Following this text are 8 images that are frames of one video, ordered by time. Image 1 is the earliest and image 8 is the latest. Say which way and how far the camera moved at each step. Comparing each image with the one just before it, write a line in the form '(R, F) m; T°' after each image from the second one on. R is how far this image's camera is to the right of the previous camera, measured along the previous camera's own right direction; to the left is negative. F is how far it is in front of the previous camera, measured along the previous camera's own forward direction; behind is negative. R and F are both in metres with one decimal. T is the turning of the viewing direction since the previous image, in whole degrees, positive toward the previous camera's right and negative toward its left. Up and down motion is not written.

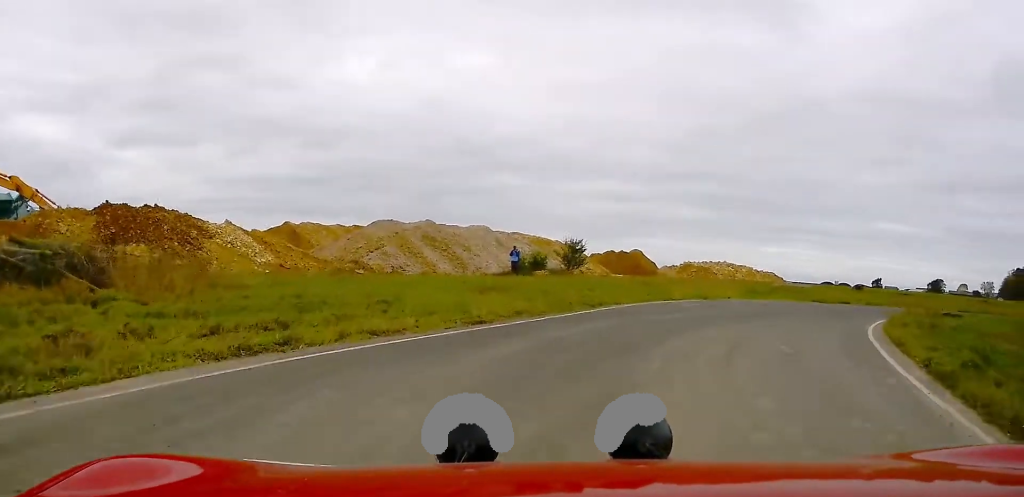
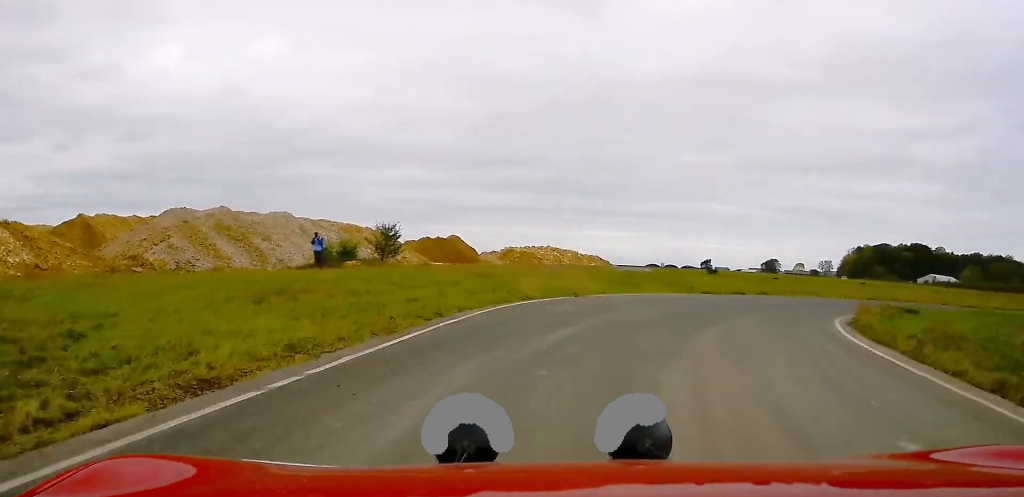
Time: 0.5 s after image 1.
(+0.9, +7.1) m; +15°
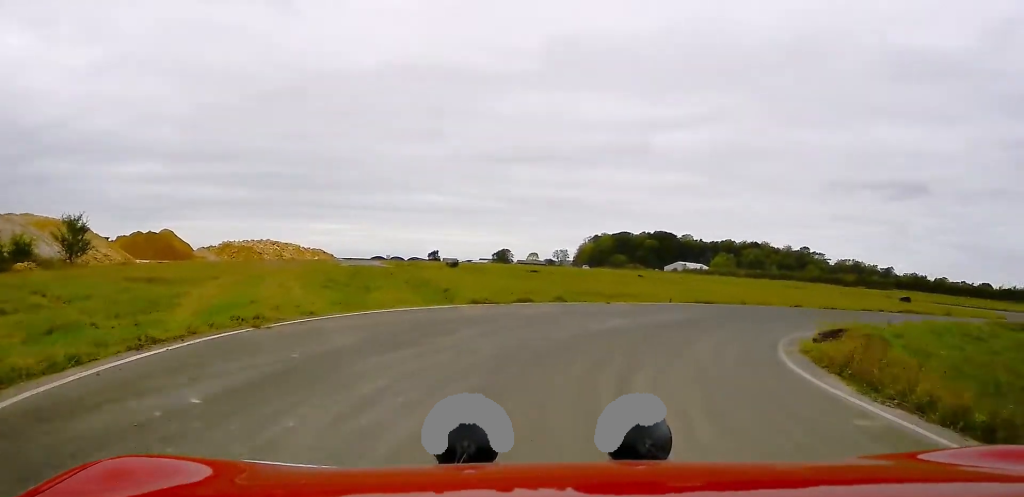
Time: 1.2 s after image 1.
(+2.0, +9.4) m; +21°
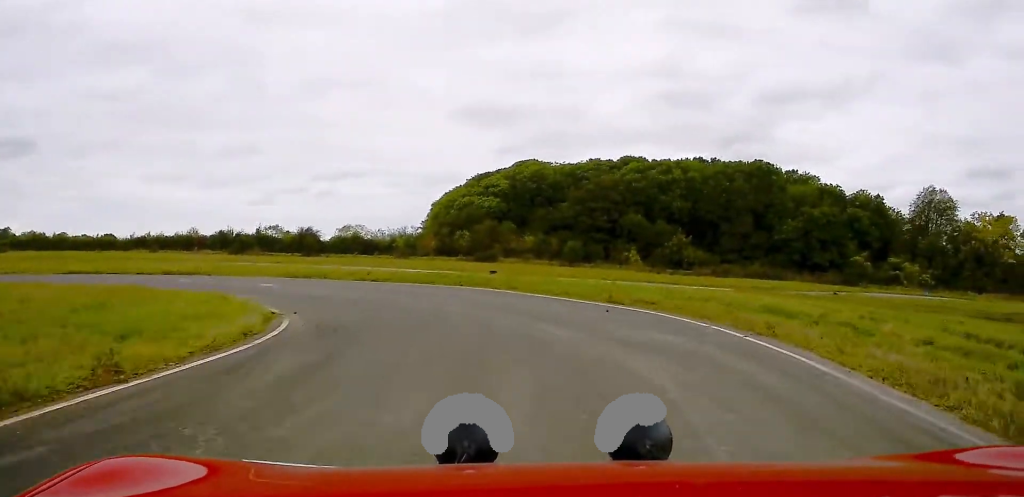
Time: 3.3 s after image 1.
(+13.5, +23.2) m; +42°
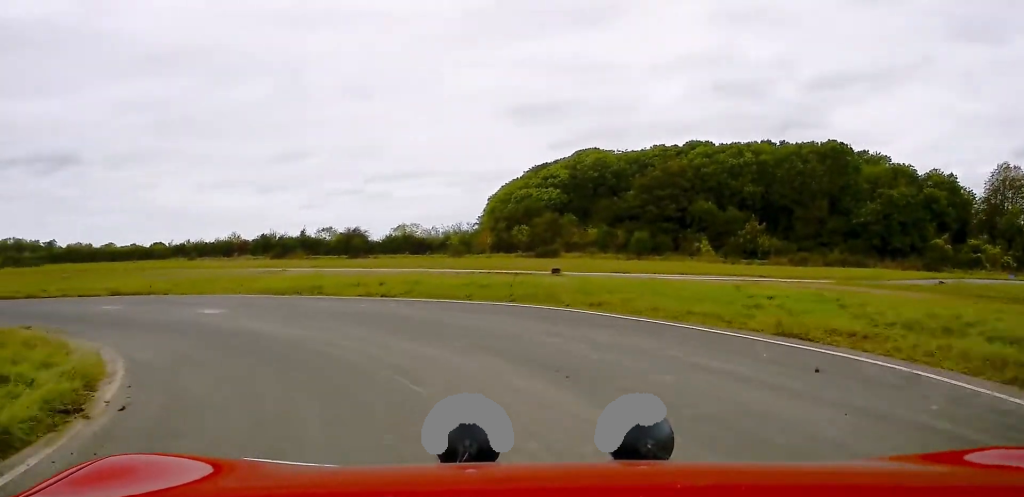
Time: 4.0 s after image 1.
(+0.4, +8.0) m; -9°
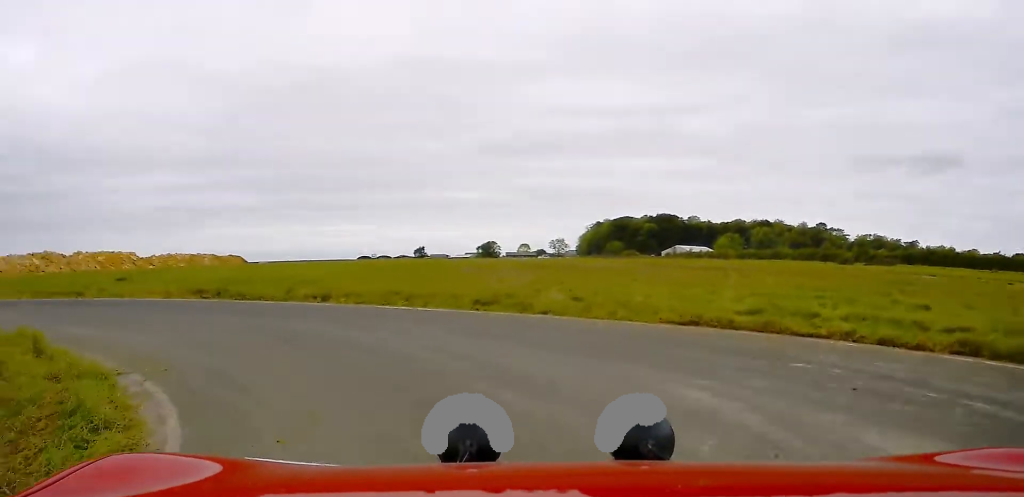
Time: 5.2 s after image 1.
(-4.5, +11.7) m; -49°
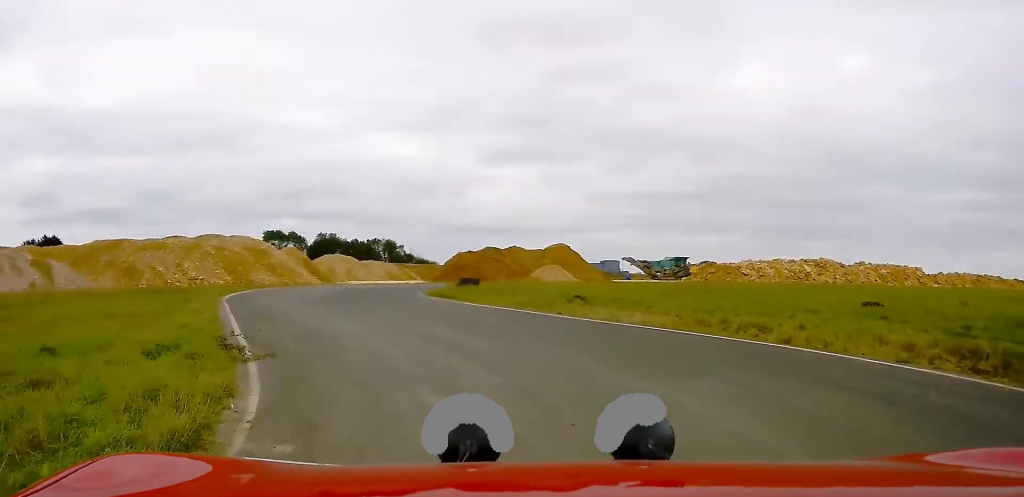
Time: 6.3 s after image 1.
(-3.8, +8.4) m; -42°
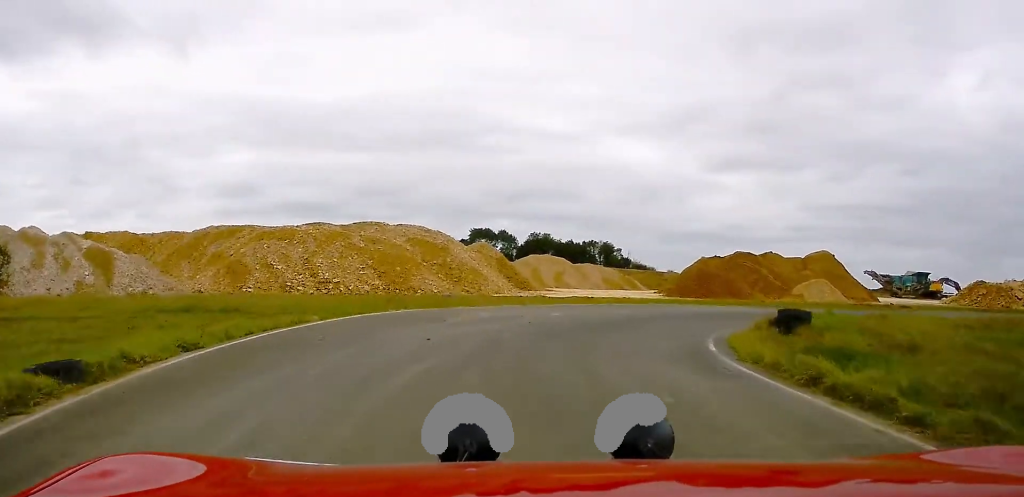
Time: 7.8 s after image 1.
(-6.3, +17.3) m; -16°
